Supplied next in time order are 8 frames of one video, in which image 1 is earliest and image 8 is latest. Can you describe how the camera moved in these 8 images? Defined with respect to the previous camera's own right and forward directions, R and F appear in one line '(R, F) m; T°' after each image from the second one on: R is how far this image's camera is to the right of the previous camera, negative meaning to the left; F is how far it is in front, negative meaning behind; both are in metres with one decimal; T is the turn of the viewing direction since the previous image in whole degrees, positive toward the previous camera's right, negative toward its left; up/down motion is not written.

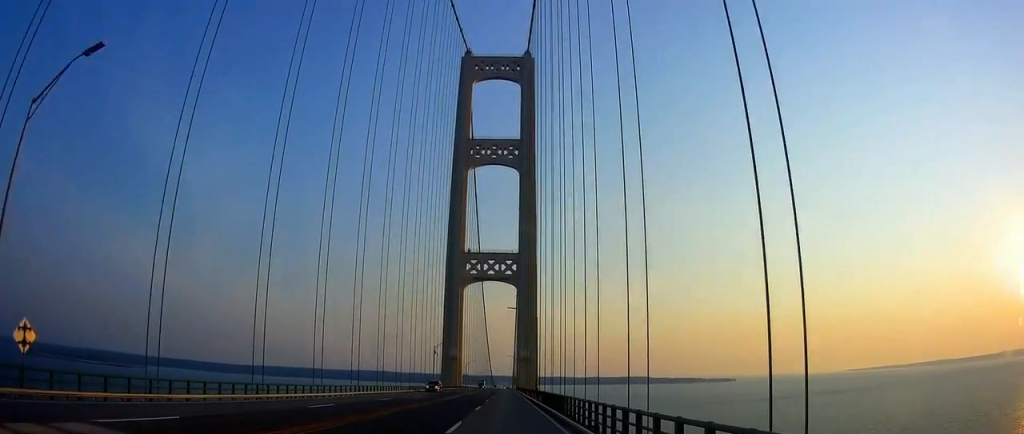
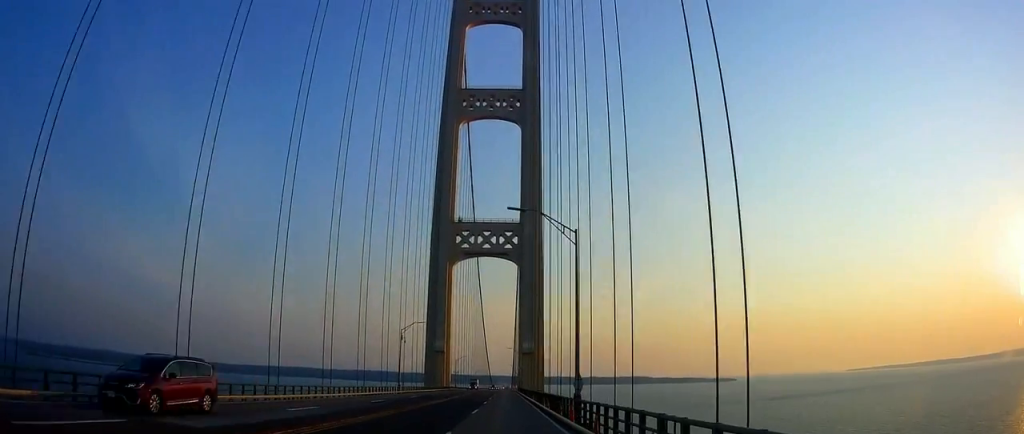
(+0.4, +34.3) m; +1°
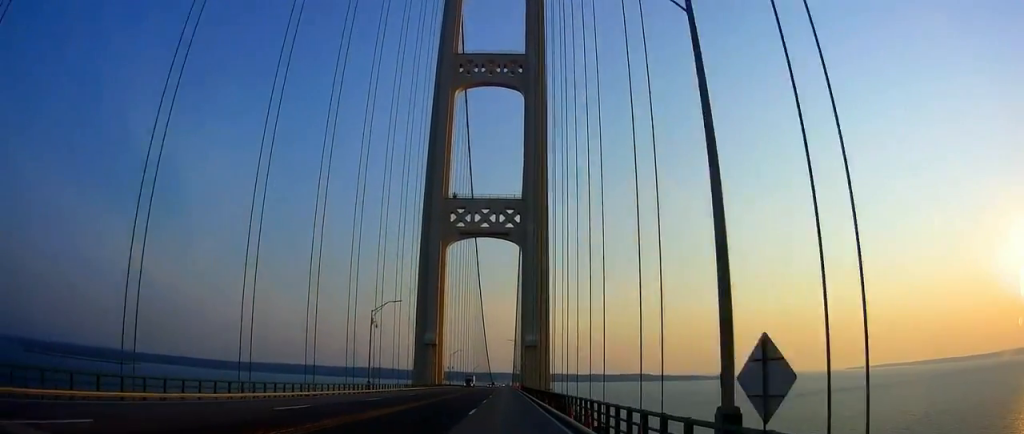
(0.0, +17.0) m; -1°
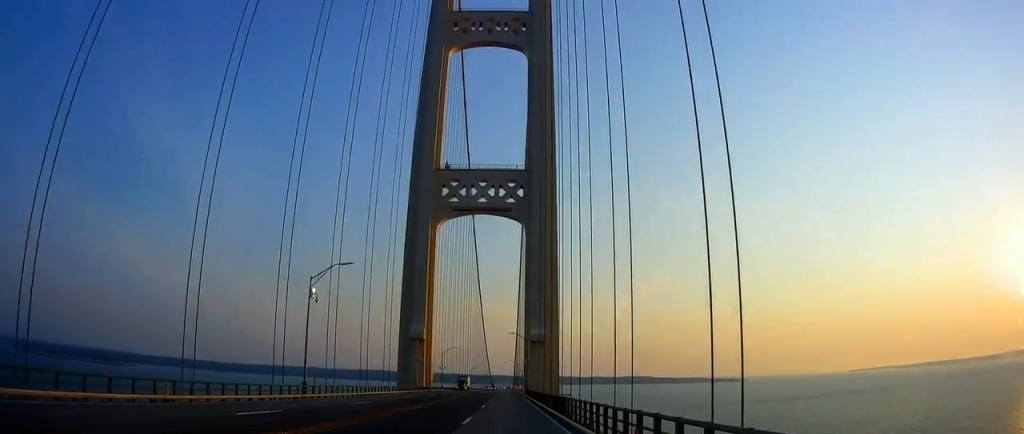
(-0.2, +18.8) m; -1°
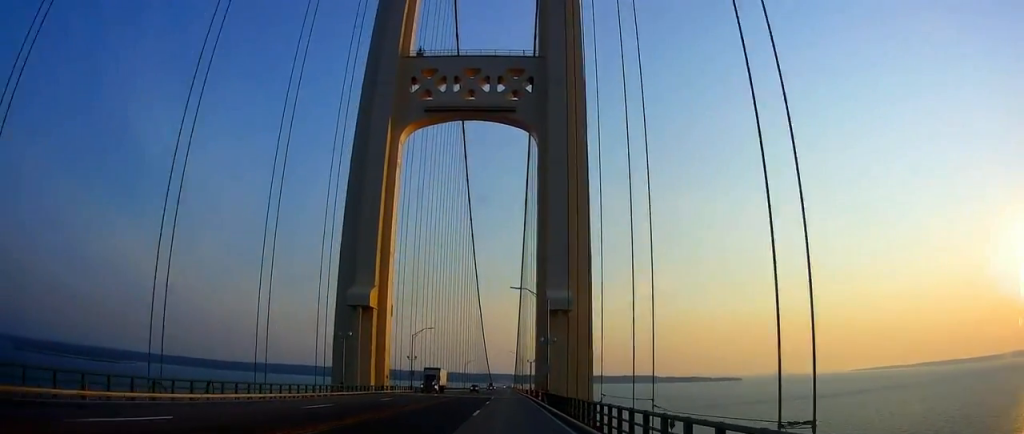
(+0.3, +38.8) m; +1°
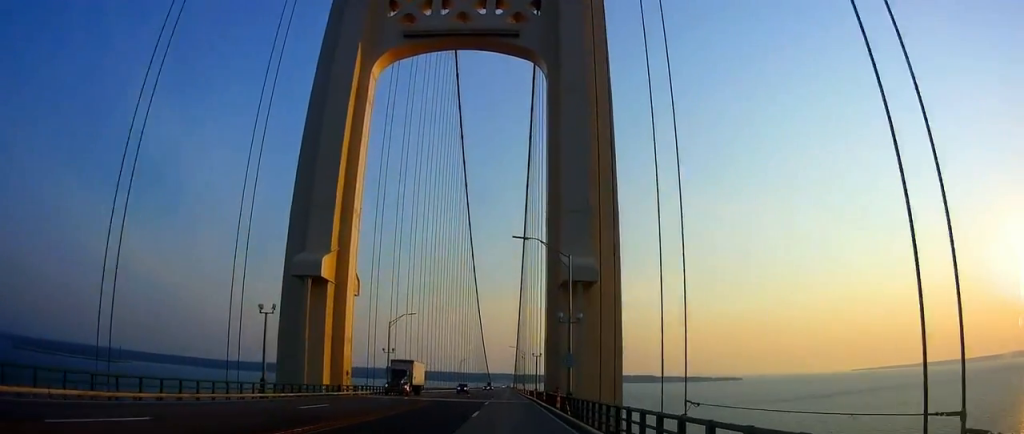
(+0.1, +15.8) m; 0°
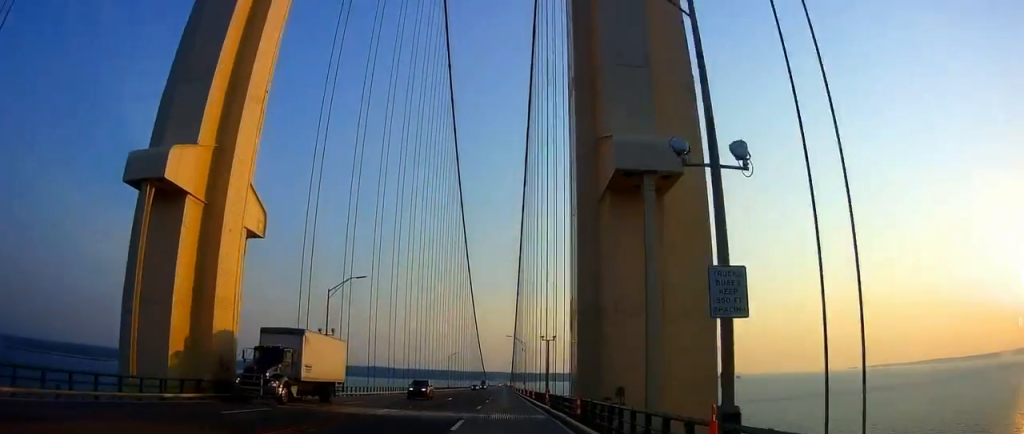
(0.0, +21.4) m; -1°
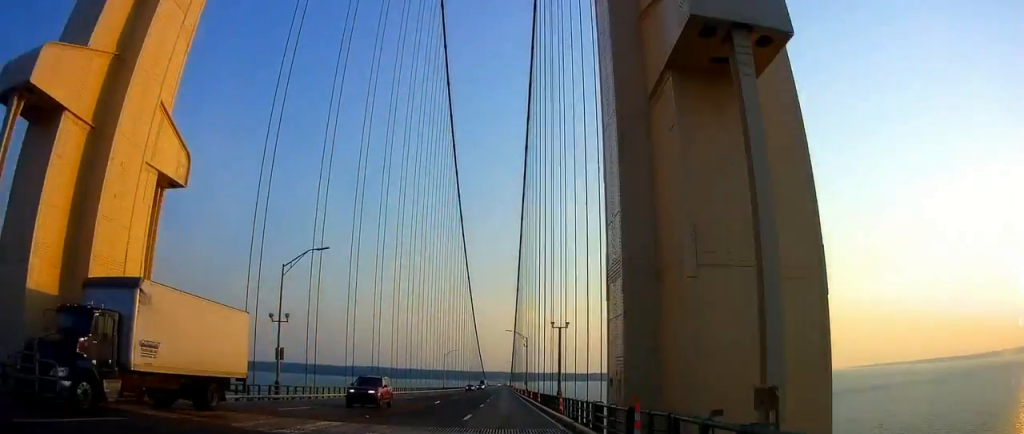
(+0.1, +9.2) m; -1°
